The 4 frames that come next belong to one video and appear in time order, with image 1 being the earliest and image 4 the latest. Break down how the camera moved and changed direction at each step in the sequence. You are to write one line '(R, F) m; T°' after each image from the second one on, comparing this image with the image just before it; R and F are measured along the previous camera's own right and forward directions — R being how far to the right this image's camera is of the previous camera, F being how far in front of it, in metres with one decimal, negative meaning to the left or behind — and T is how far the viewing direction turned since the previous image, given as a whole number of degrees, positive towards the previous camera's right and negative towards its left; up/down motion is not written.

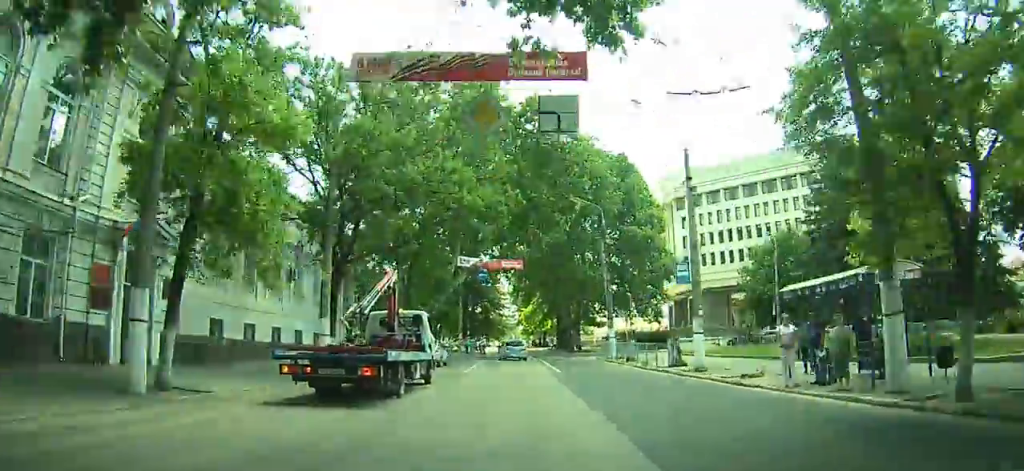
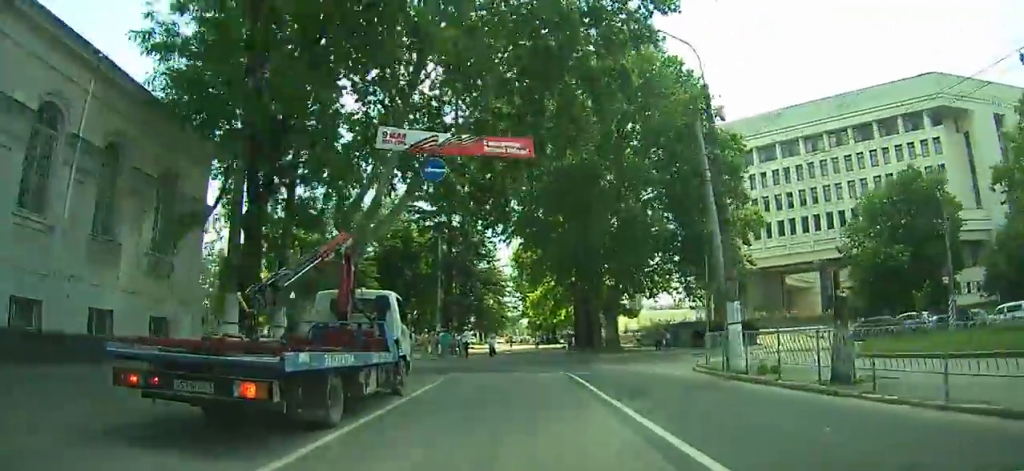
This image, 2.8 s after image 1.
(+0.1, +22.5) m; -1°
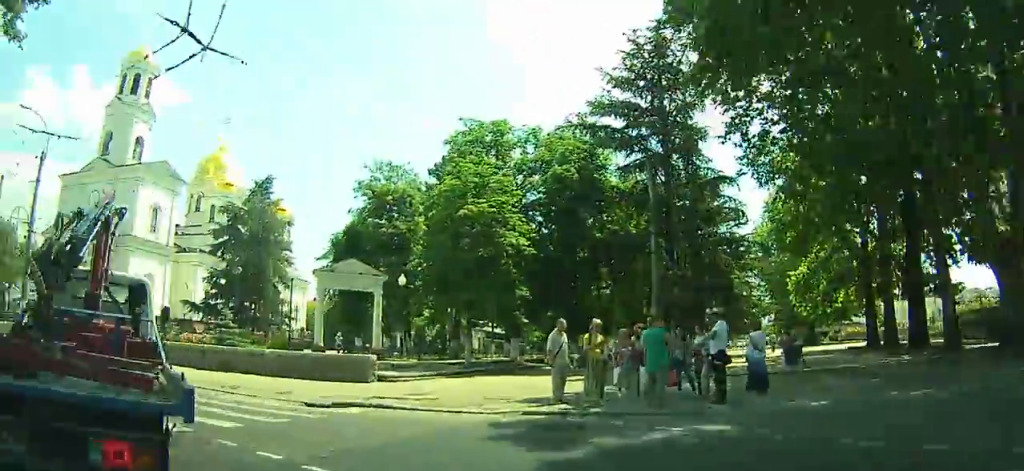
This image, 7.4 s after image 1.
(-3.6, +28.5) m; -36°
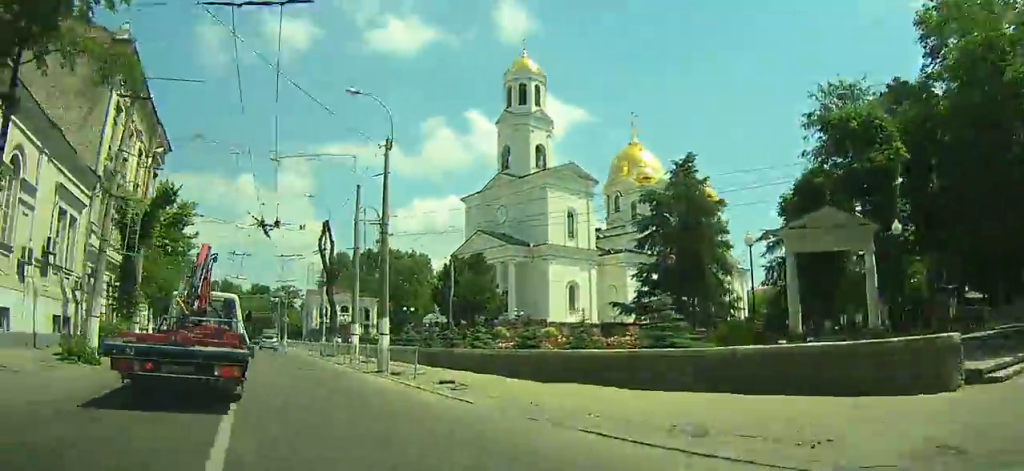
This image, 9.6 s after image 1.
(-4.0, +11.5) m; -31°
